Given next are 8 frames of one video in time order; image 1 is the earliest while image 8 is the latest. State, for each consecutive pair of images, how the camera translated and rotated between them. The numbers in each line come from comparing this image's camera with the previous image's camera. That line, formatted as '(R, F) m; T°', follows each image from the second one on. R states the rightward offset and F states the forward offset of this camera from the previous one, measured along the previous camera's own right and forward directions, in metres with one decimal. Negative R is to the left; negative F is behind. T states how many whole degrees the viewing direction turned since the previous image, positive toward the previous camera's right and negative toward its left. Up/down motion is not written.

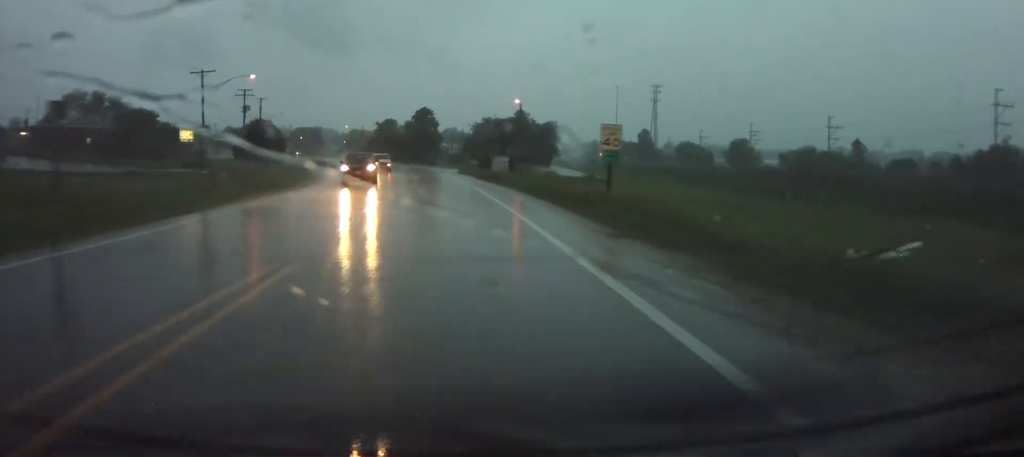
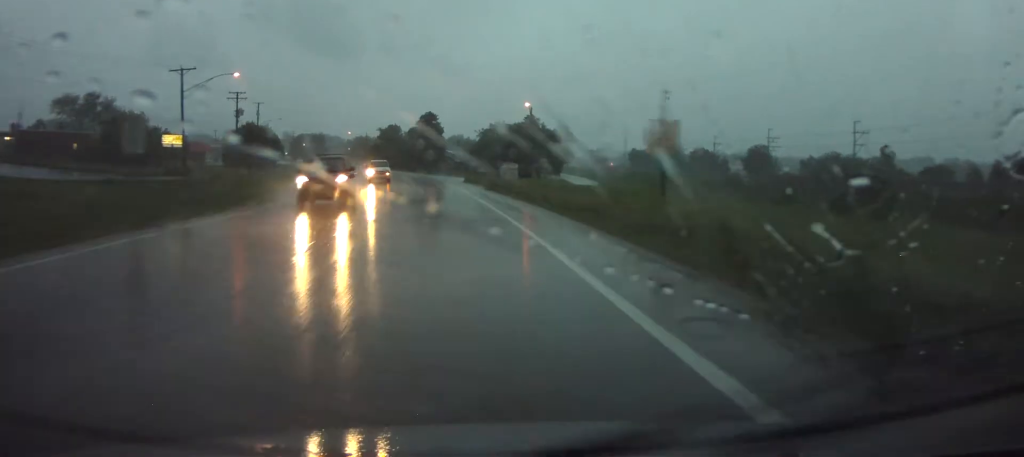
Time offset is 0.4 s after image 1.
(0.0, +7.5) m; 0°
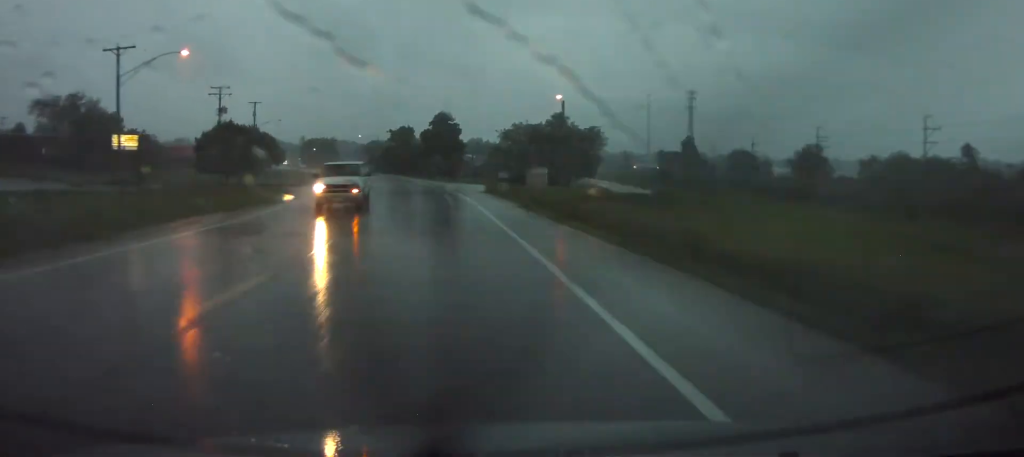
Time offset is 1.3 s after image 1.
(-0.1, +16.8) m; -1°
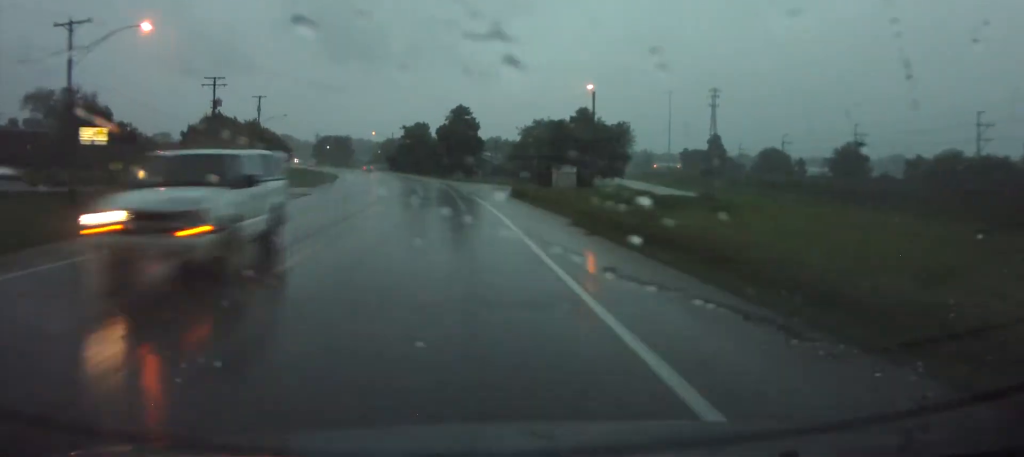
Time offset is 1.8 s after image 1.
(0.0, +9.3) m; -1°
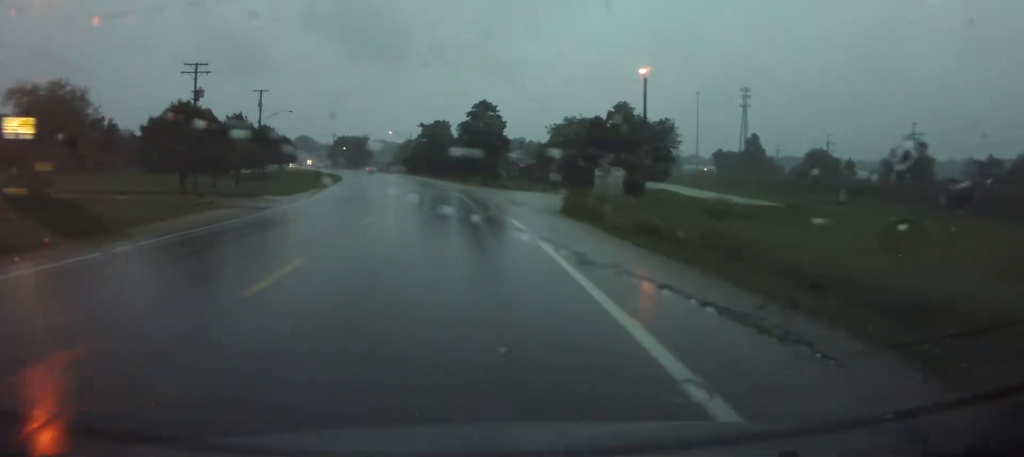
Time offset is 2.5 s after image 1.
(-0.2, +13.7) m; -1°
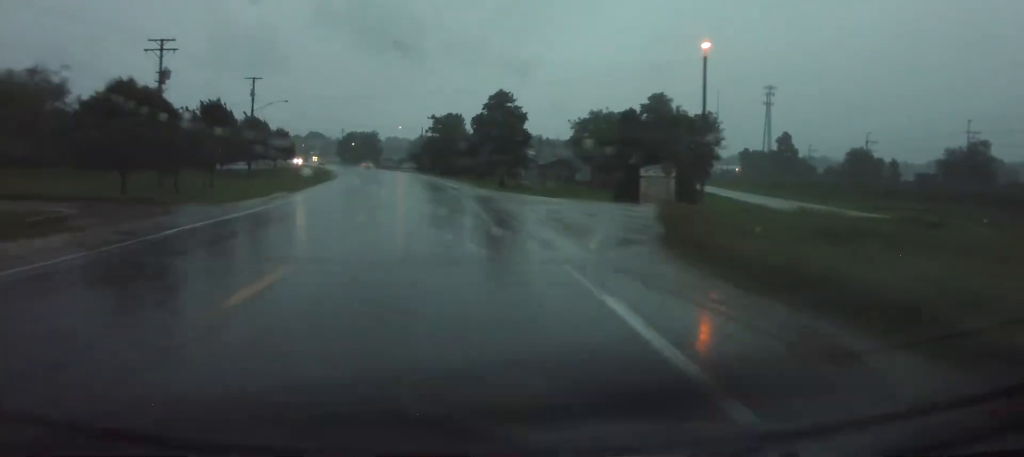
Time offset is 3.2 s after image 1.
(-0.2, +13.1) m; -1°
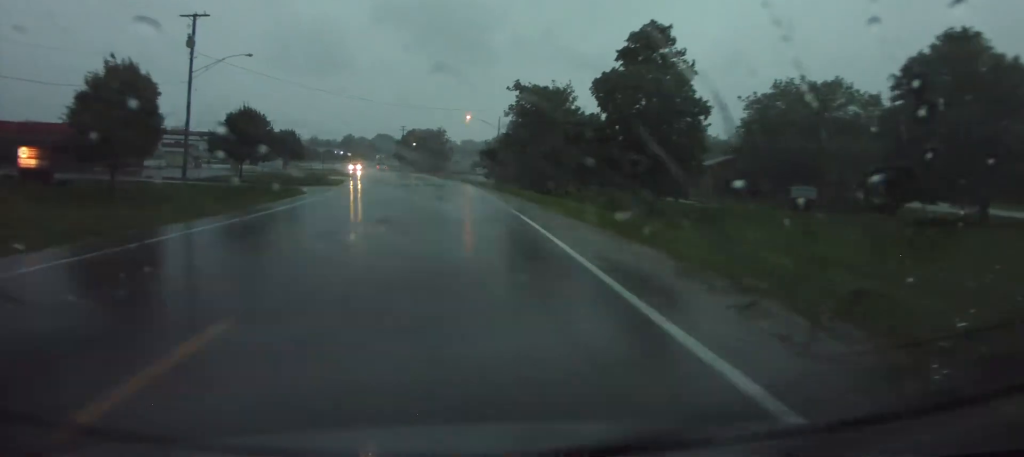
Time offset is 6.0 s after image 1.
(-2.5, +52.5) m; -5°
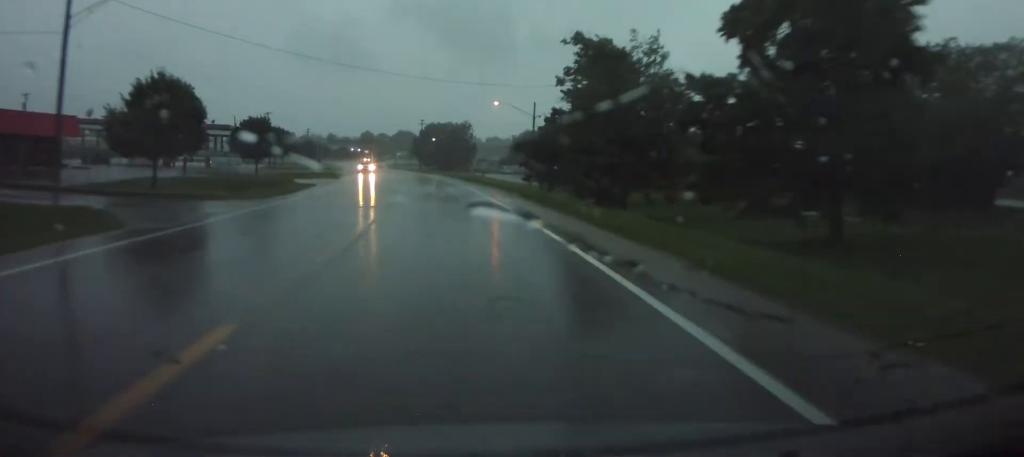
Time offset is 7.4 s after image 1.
(-0.5, +25.0) m; -2°
